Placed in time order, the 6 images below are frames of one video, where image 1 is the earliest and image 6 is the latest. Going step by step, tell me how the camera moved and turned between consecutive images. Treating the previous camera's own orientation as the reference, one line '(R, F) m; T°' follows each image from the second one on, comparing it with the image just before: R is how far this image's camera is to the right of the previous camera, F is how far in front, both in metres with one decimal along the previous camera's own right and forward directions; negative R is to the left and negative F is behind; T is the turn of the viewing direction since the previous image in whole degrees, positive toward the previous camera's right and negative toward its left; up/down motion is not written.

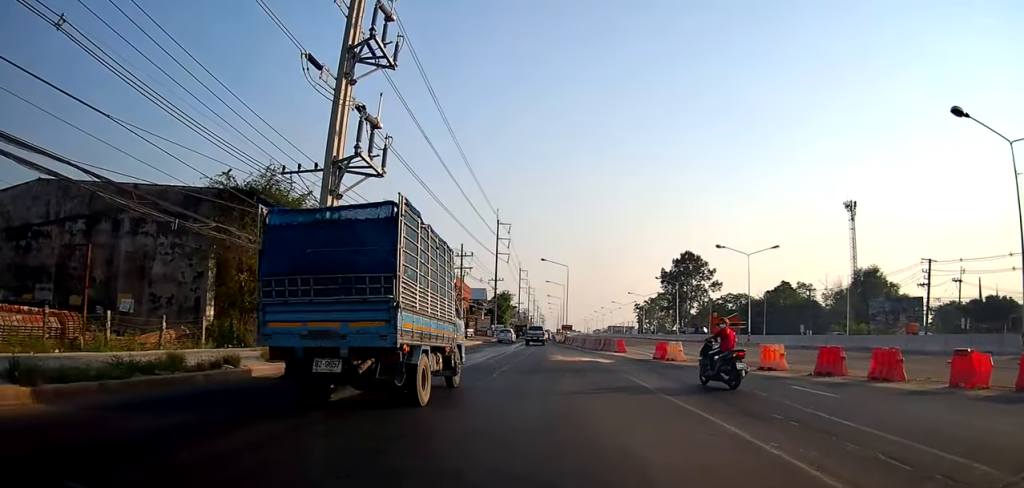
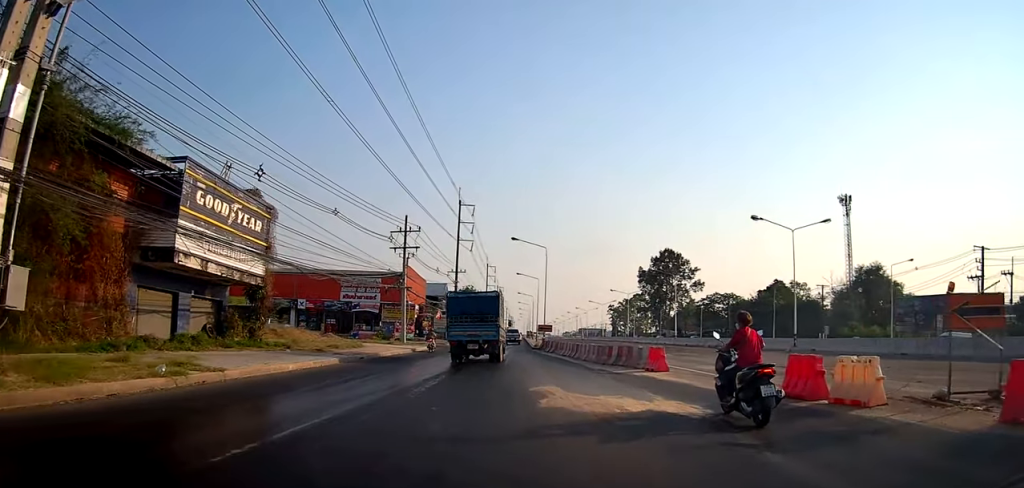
(-1.0, +15.3) m; -4°
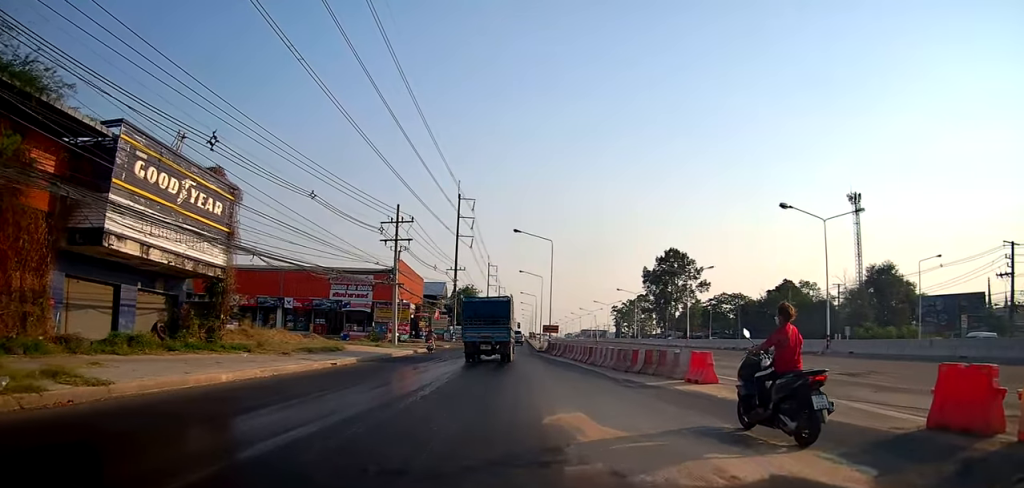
(+0.2, +4.1) m; +1°
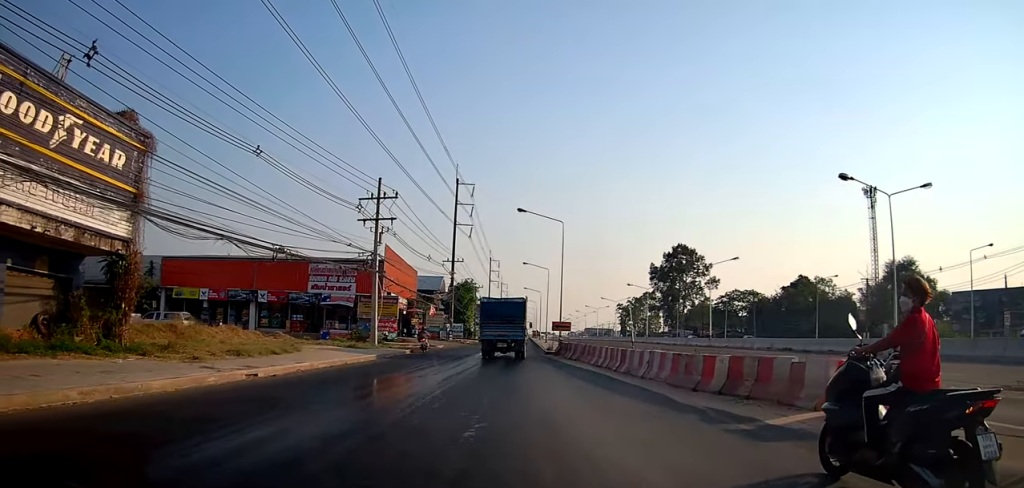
(-0.2, +6.8) m; -2°
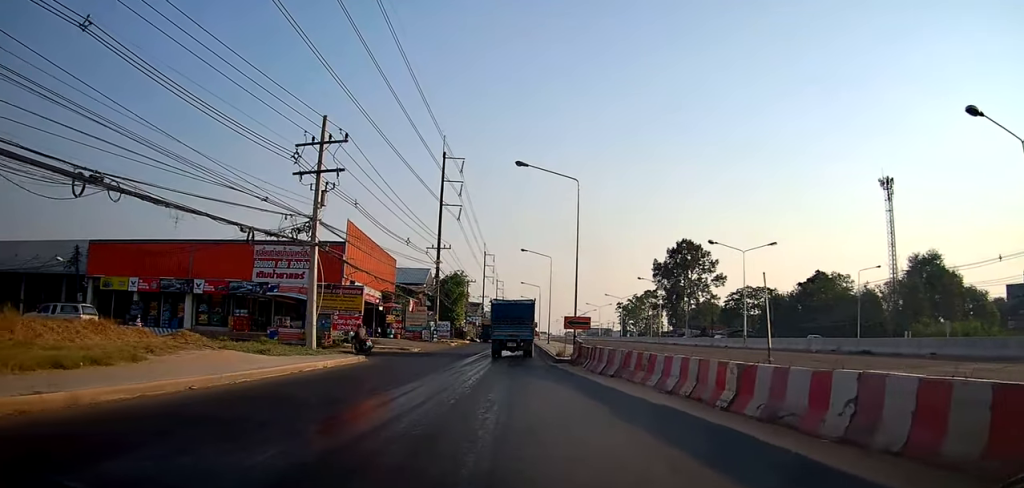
(-0.3, +10.4) m; -3°
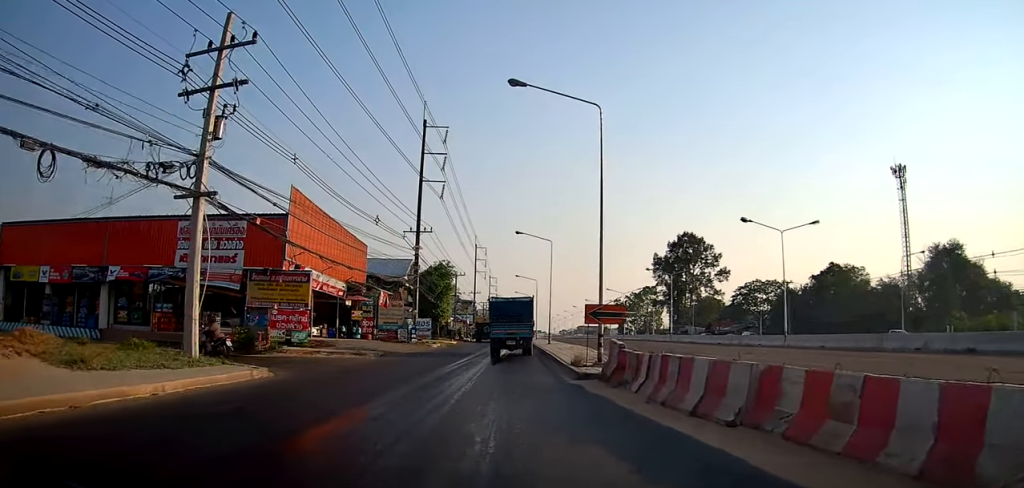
(-0.1, +8.9) m; +1°
